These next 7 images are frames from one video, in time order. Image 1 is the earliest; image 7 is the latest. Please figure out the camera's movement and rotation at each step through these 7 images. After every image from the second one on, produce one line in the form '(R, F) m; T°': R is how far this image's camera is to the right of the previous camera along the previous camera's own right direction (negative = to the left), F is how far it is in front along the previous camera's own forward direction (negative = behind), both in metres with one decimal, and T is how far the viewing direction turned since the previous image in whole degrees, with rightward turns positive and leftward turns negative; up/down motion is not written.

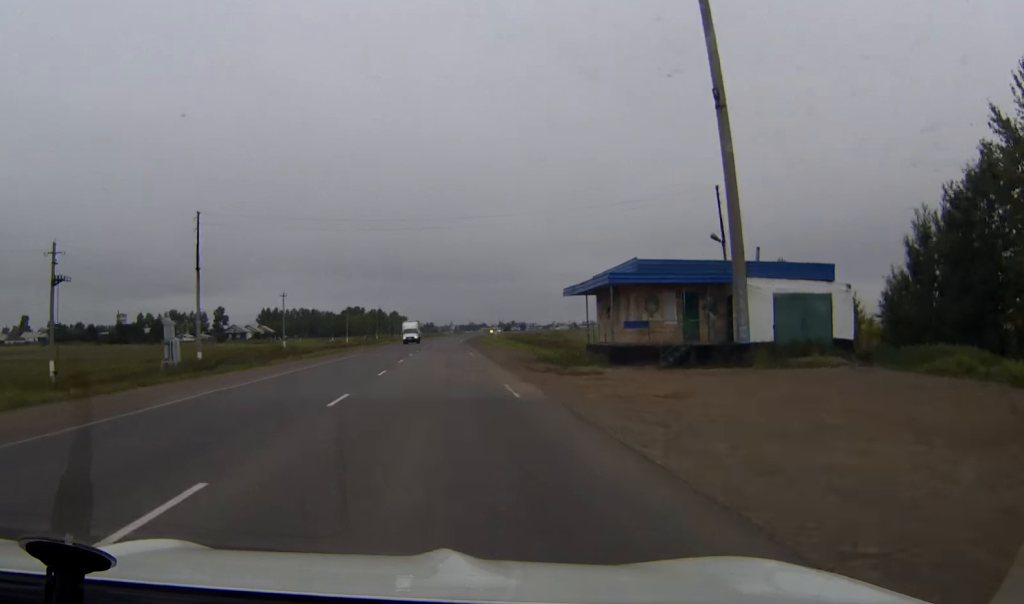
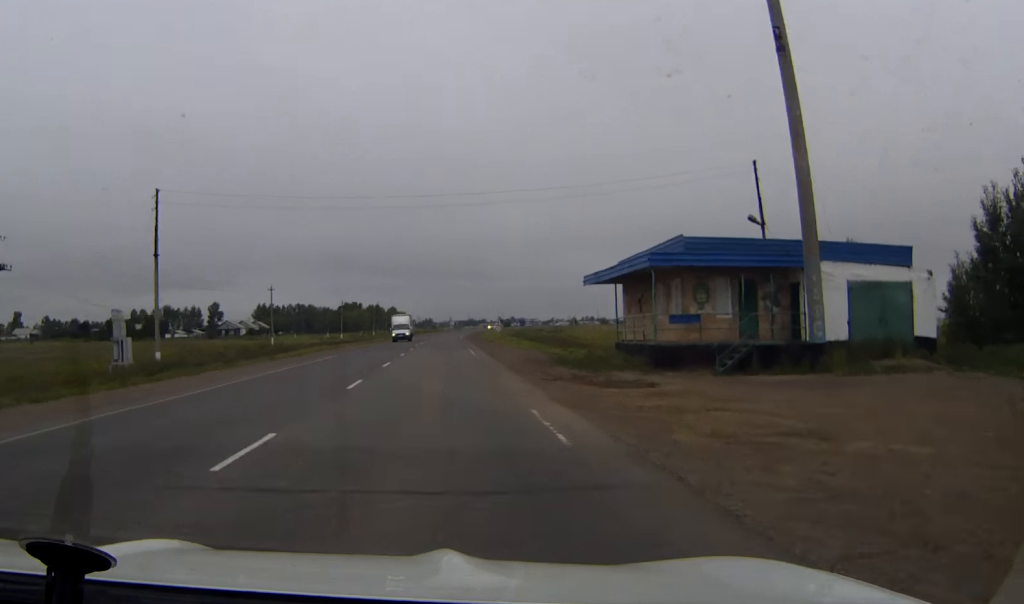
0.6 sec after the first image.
(0.0, +8.6) m; 0°
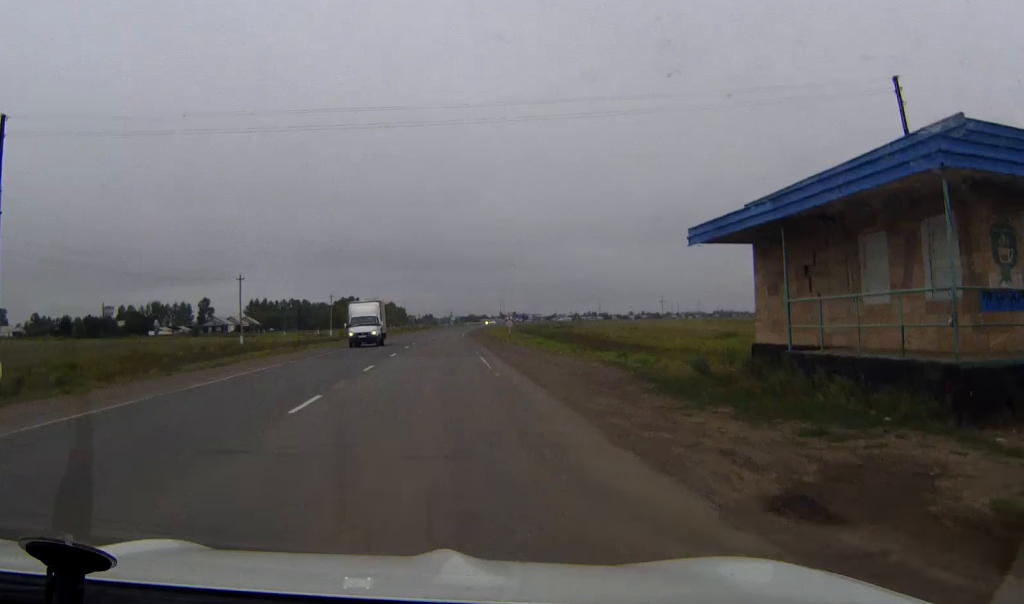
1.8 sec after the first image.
(0.0, +18.5) m; 0°
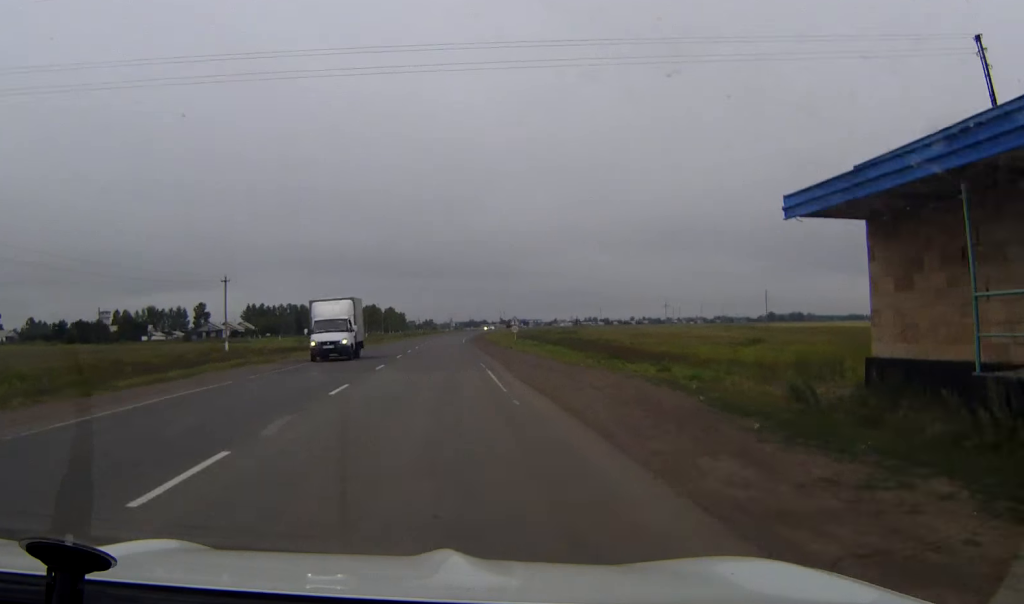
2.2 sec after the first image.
(0.0, +7.3) m; 0°
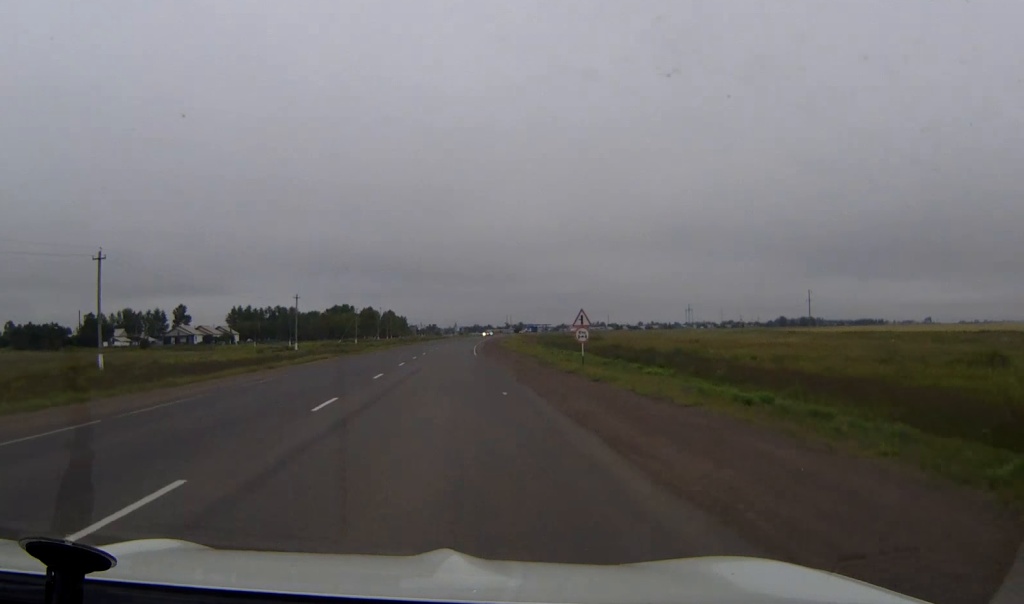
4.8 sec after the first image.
(-0.1, +38.6) m; 0°
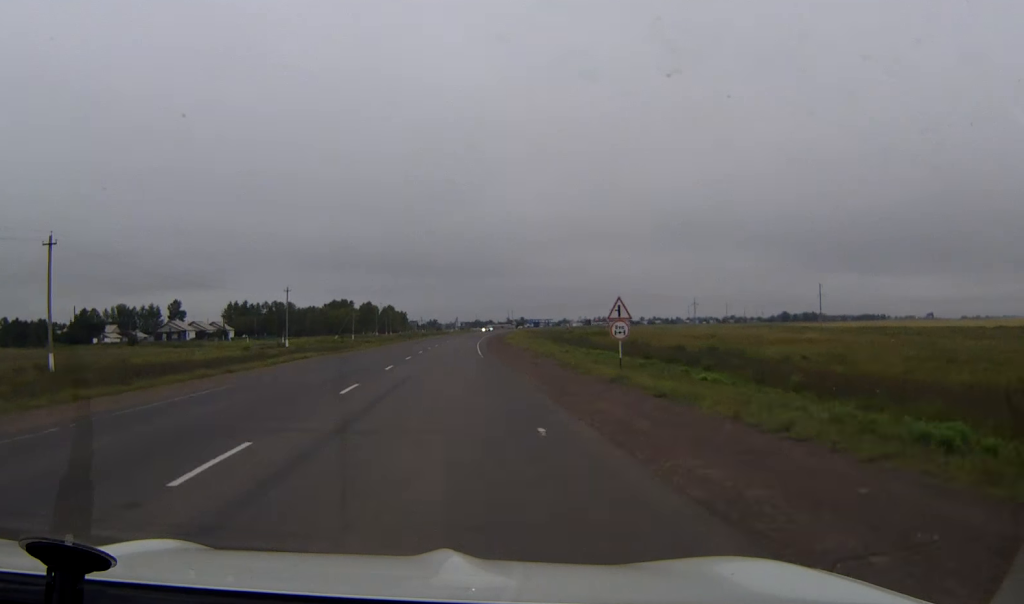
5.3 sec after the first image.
(0.0, +8.4) m; 0°
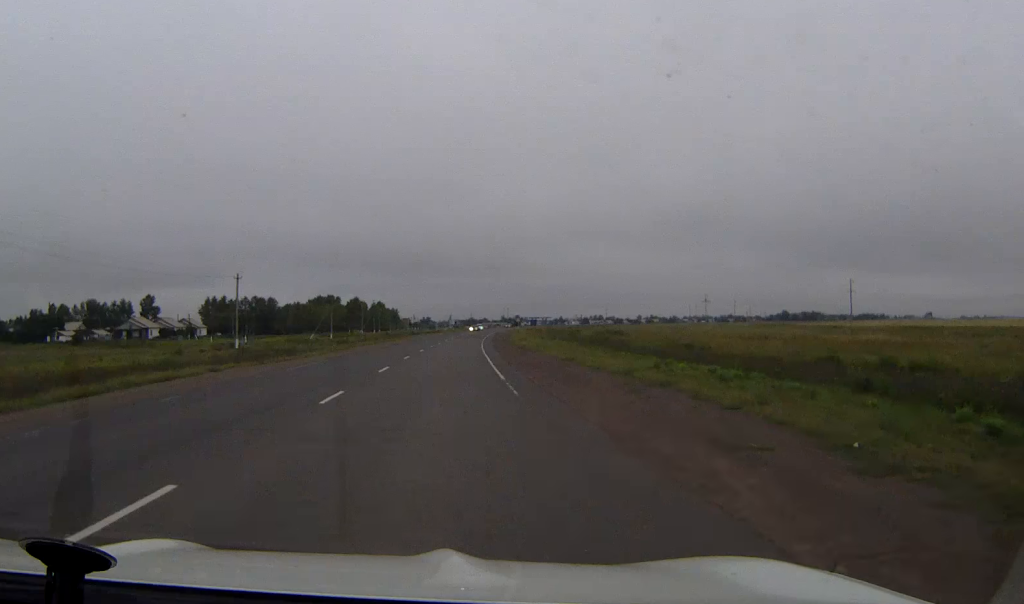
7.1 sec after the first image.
(+0.1, +27.8) m; +1°
